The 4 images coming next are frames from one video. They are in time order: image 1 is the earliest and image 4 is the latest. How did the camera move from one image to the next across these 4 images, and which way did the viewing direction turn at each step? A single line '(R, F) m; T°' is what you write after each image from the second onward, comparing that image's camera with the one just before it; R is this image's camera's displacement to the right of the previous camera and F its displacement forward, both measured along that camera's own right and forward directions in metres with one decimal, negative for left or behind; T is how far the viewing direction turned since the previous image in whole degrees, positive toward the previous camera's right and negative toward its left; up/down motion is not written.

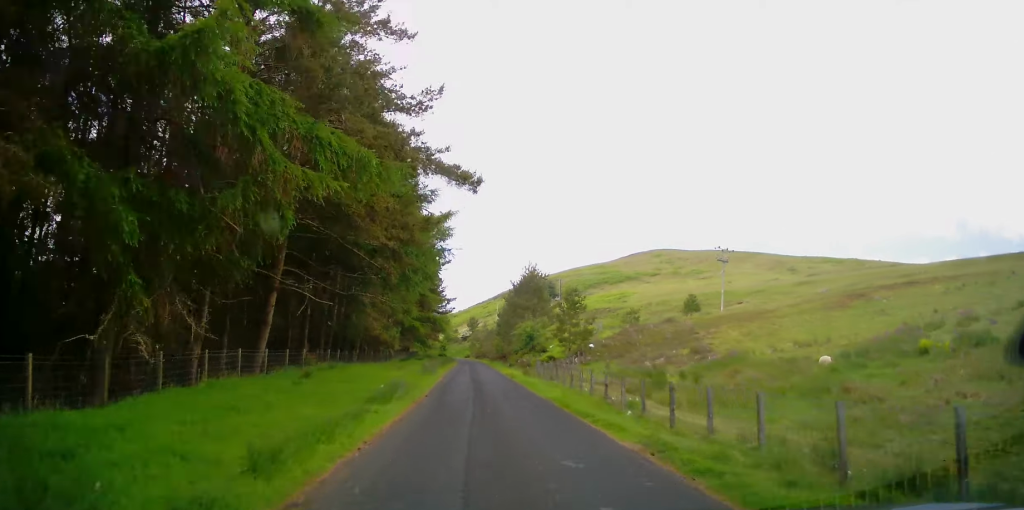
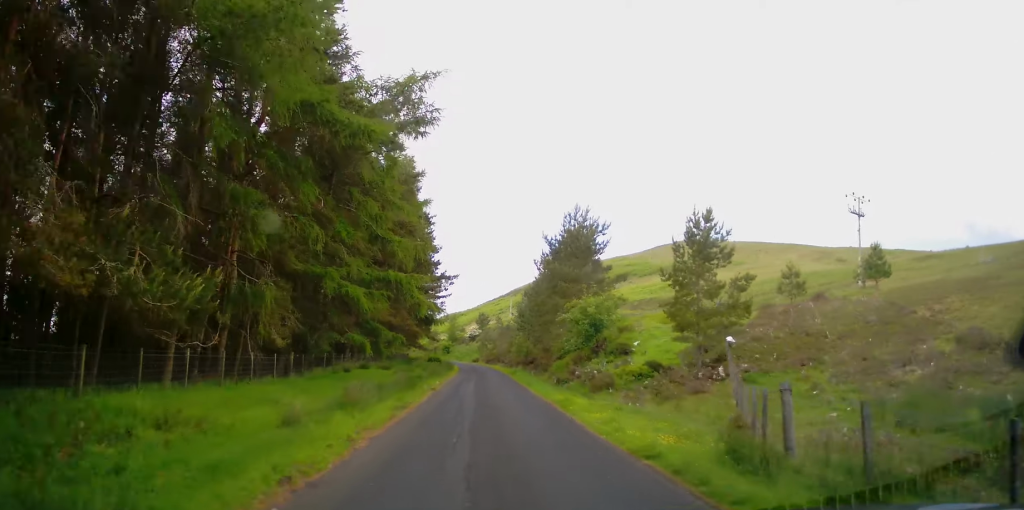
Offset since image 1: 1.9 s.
(-0.2, +26.9) m; -1°
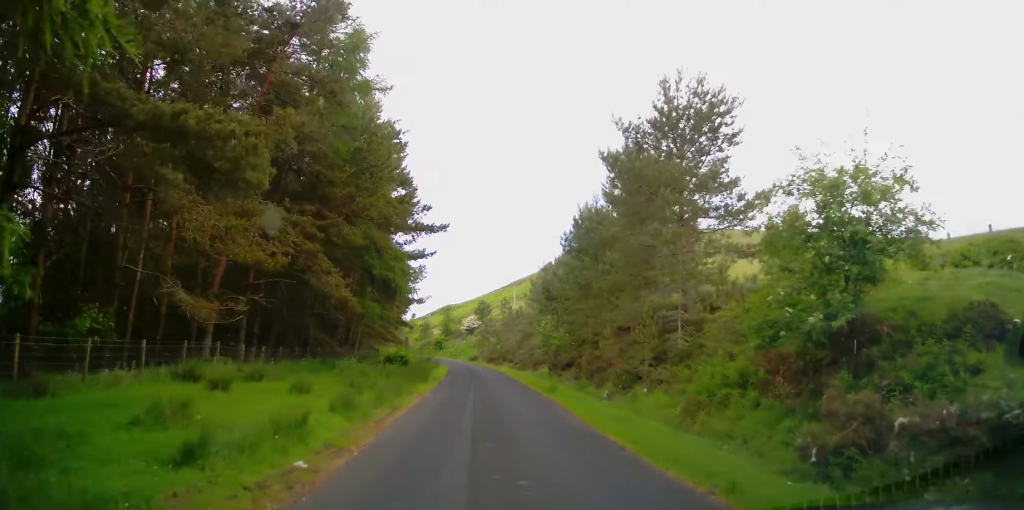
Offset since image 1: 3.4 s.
(-0.1, +20.6) m; -1°
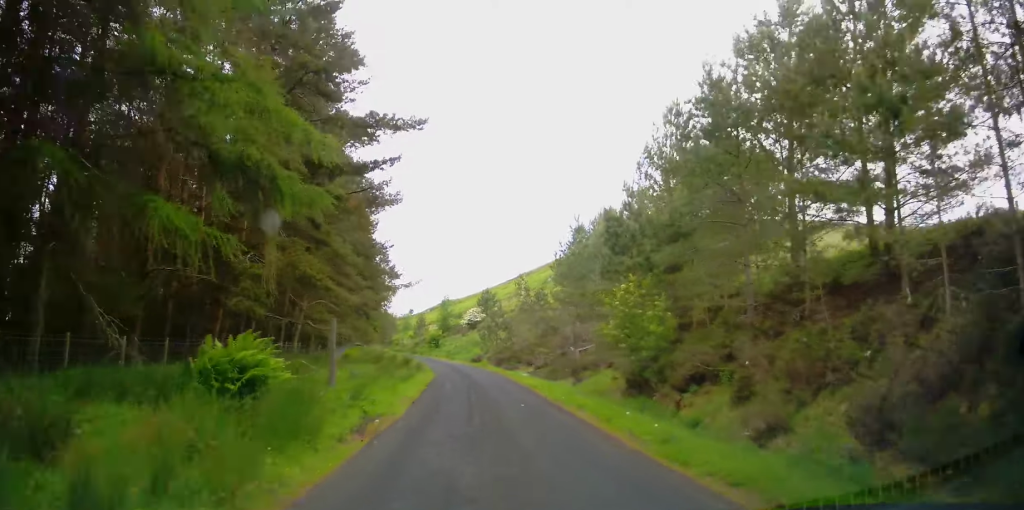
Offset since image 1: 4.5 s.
(-0.2, +16.8) m; -1°
